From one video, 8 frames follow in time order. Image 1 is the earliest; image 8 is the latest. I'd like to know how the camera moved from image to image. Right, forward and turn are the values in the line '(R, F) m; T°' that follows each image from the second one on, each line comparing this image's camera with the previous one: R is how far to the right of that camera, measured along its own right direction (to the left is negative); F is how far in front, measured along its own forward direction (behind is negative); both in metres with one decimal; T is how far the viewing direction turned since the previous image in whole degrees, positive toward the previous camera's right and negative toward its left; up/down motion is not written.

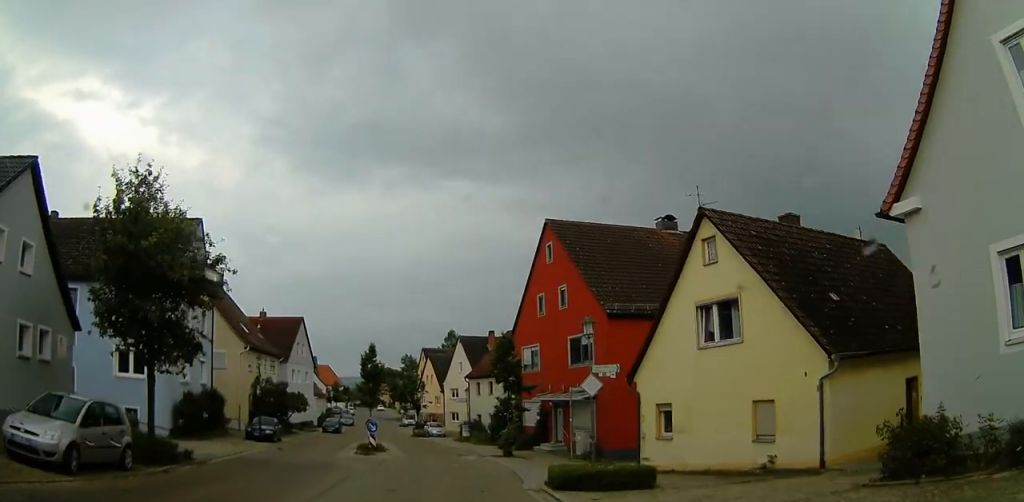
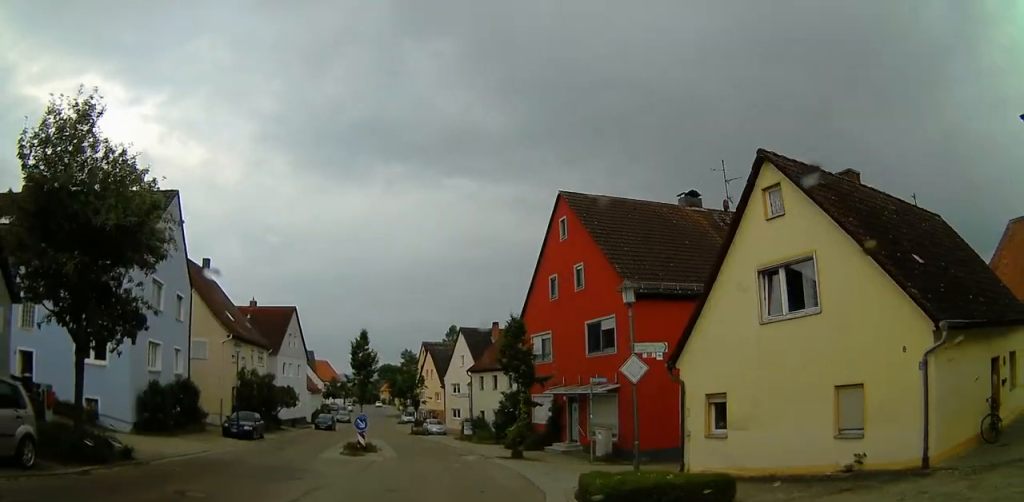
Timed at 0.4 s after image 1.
(-0.1, +3.6) m; -2°
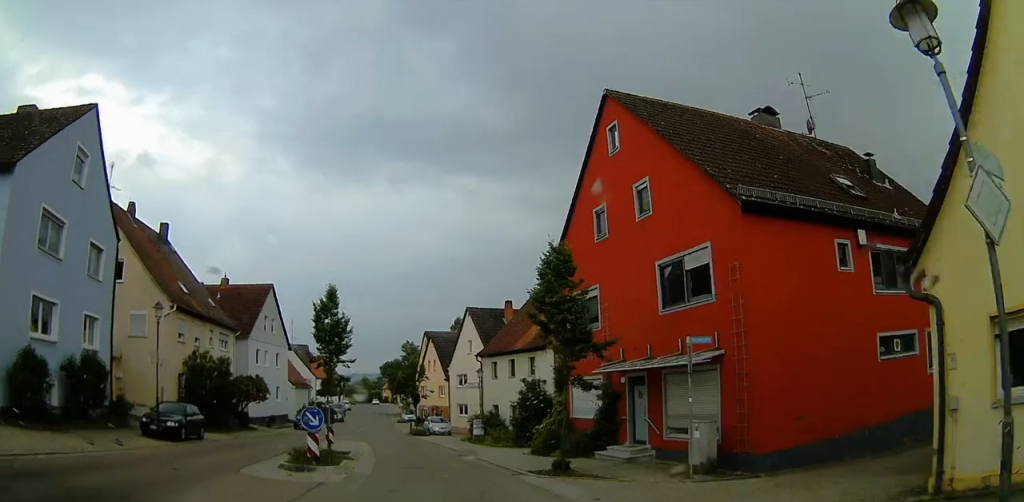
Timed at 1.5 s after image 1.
(-0.1, +9.2) m; -1°
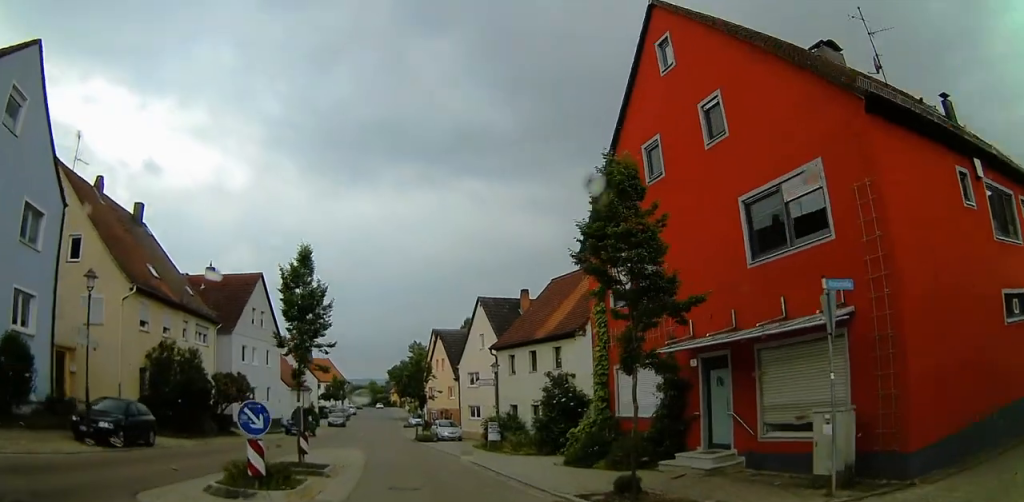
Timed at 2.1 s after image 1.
(0.0, +5.3) m; 0°
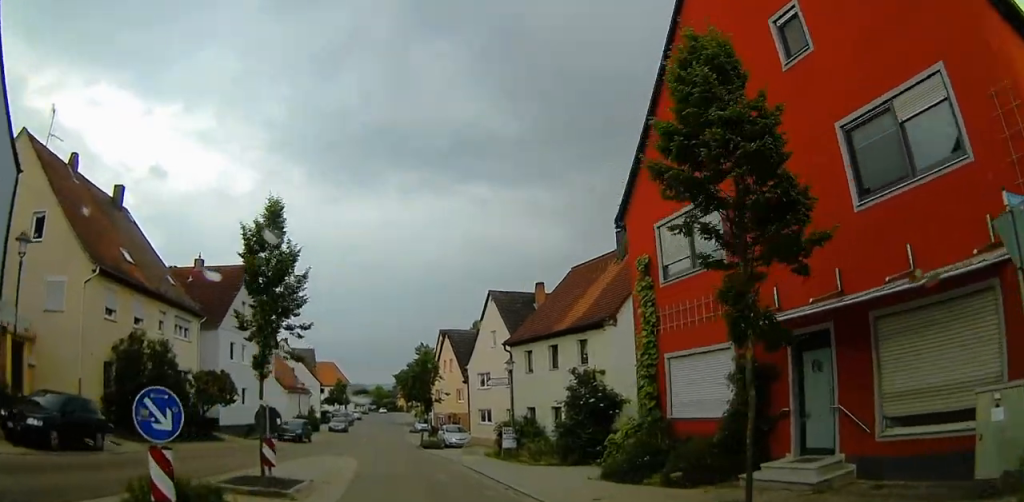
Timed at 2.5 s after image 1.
(0.0, +3.8) m; 0°
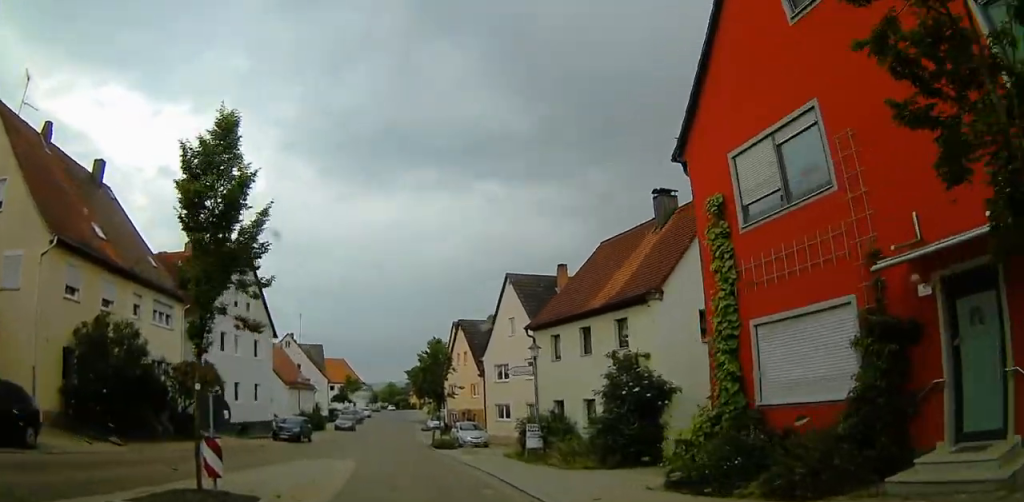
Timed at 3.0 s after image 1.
(0.0, +3.8) m; 0°
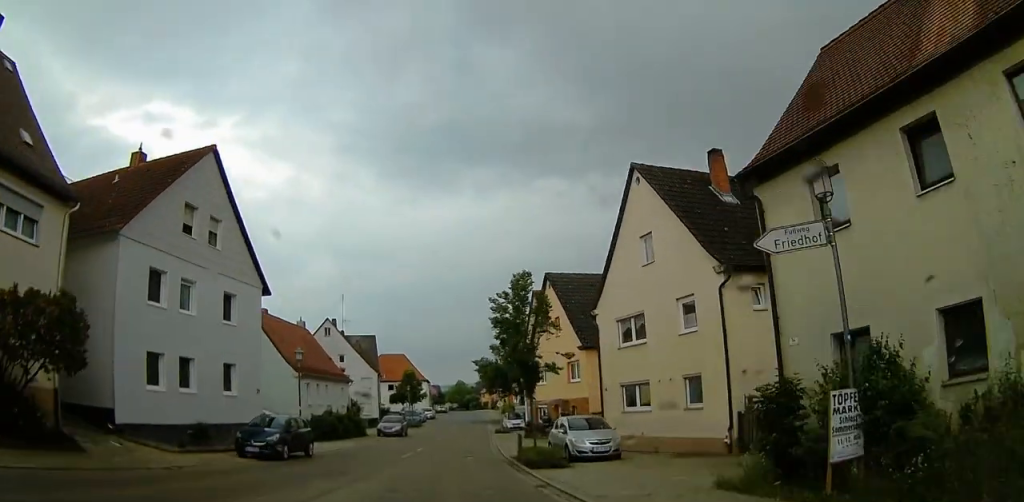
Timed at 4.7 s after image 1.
(0.0, +15.6) m; 0°
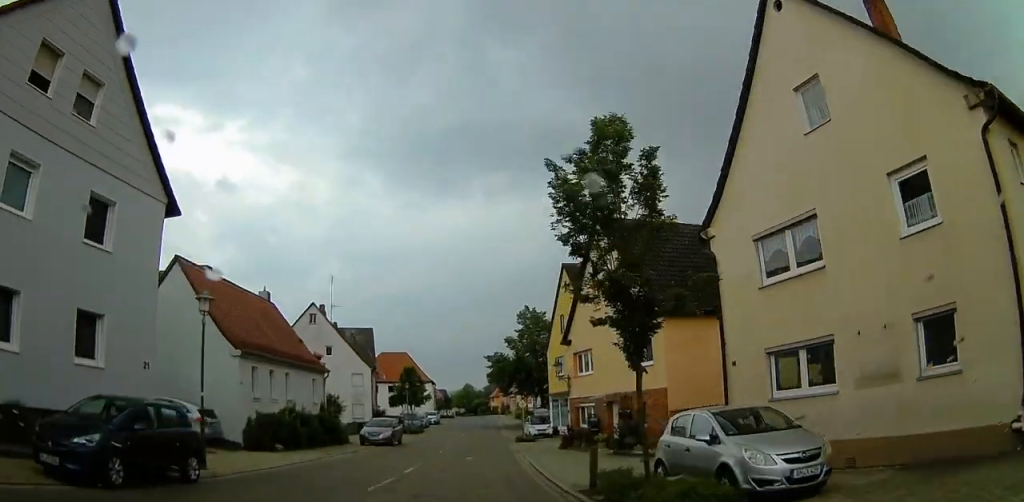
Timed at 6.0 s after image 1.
(-0.3, +11.1) m; -4°
